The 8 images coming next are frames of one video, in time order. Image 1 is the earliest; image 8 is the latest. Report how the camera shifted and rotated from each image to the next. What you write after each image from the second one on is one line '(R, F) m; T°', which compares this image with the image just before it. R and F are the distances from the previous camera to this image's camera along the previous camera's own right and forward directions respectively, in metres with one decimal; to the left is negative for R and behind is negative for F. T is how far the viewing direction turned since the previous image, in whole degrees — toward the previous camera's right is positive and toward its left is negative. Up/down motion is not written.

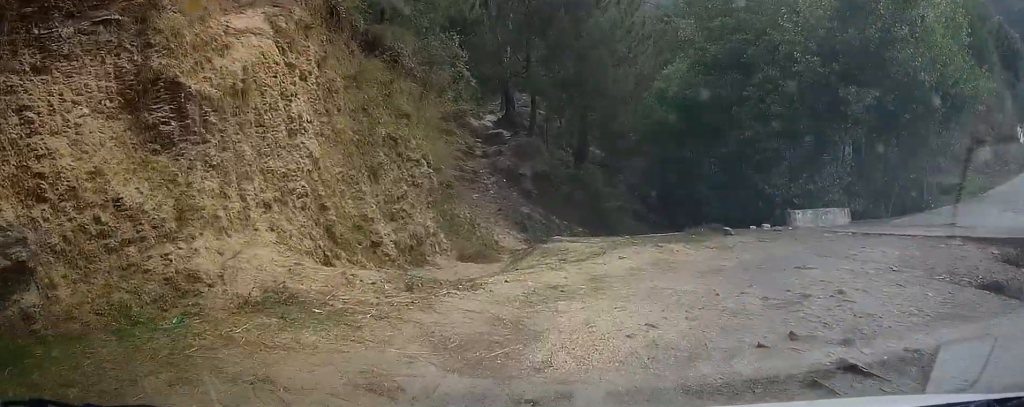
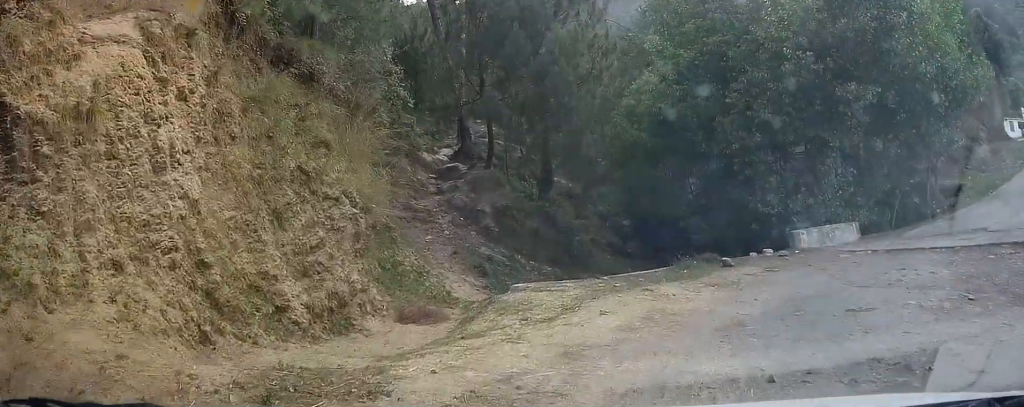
(0.0, +3.7) m; -1°
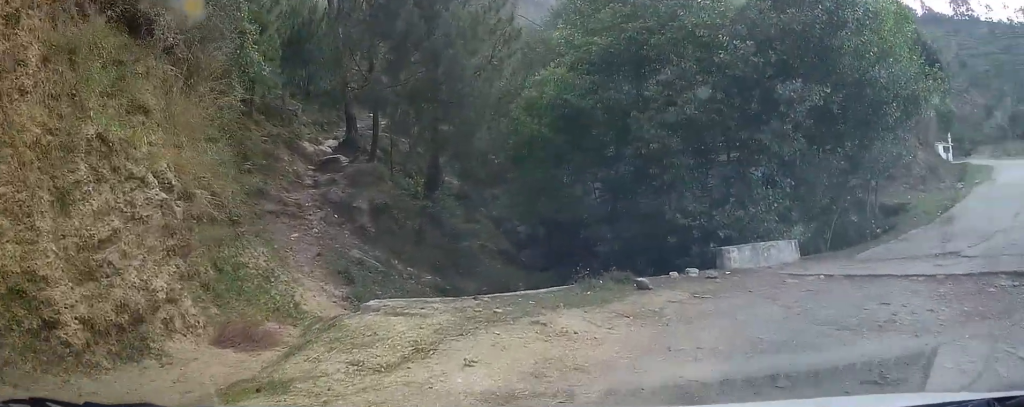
(-0.3, +3.5) m; +10°
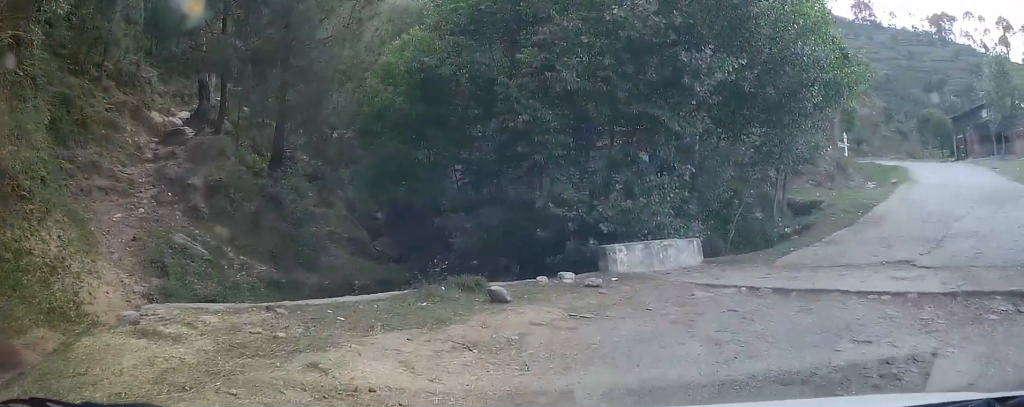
(+0.7, +3.2) m; +24°
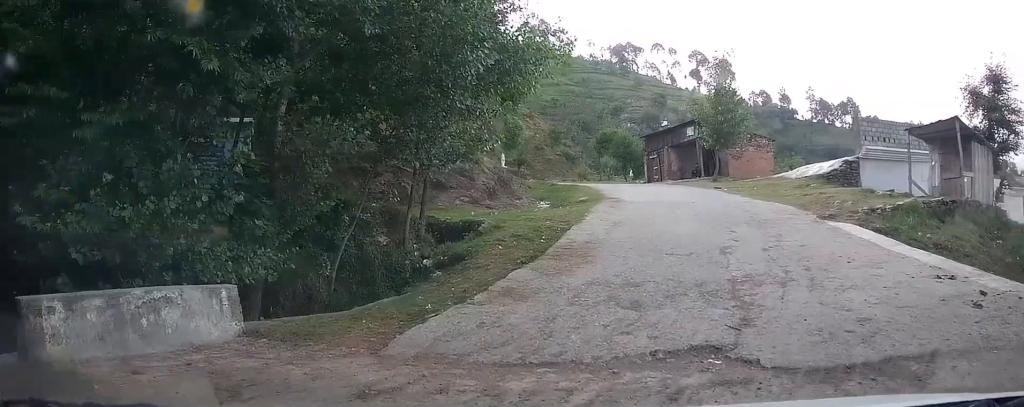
(+3.4, +6.9) m; +39°
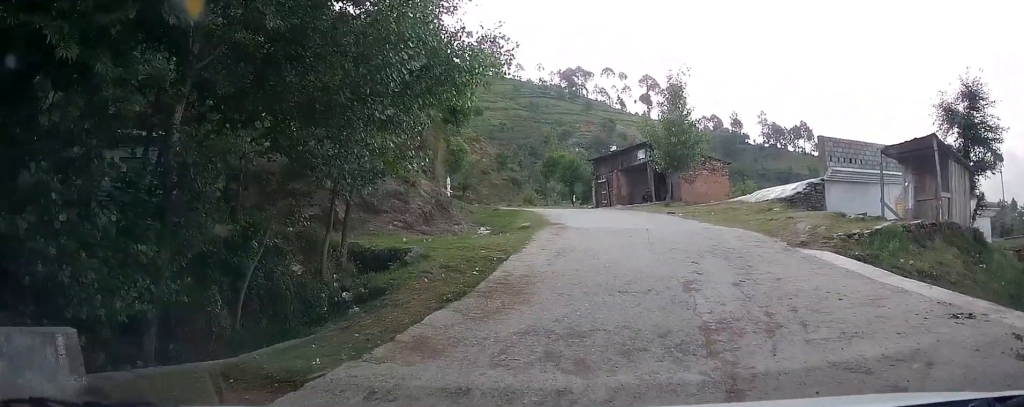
(+0.1, +2.5) m; +4°
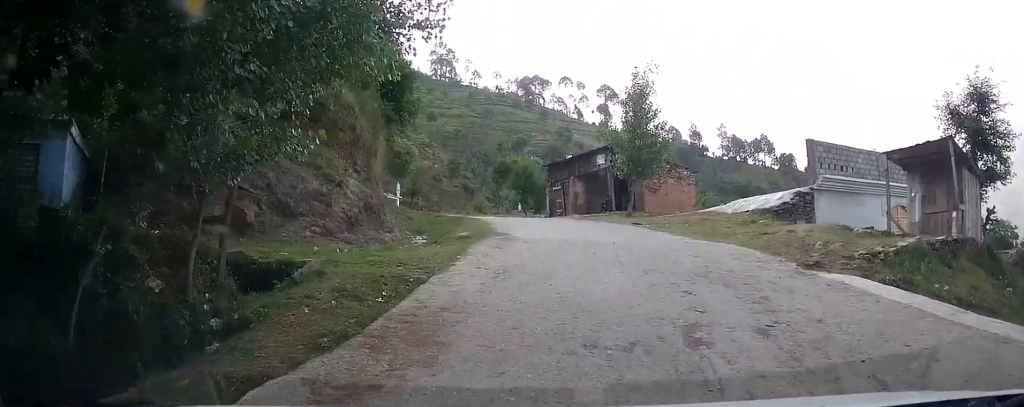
(+0.1, +4.5) m; +3°
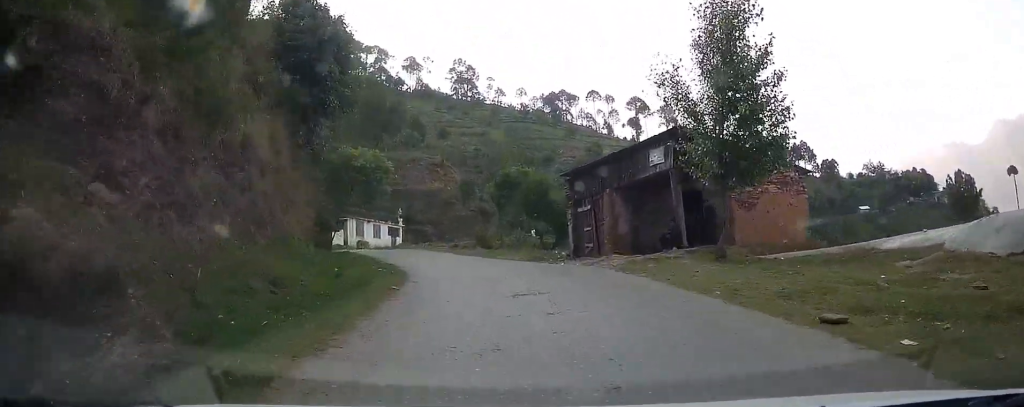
(-1.2, +14.5) m; -15°
